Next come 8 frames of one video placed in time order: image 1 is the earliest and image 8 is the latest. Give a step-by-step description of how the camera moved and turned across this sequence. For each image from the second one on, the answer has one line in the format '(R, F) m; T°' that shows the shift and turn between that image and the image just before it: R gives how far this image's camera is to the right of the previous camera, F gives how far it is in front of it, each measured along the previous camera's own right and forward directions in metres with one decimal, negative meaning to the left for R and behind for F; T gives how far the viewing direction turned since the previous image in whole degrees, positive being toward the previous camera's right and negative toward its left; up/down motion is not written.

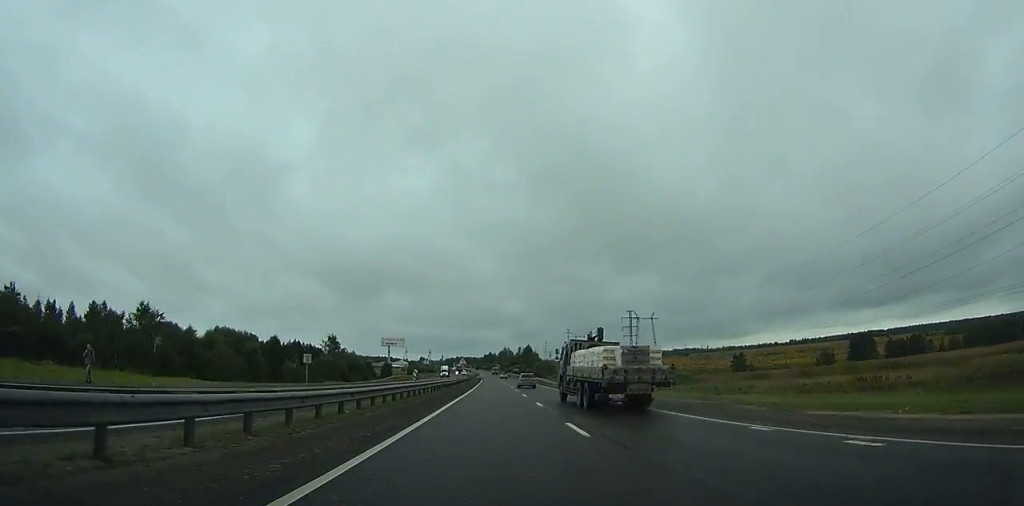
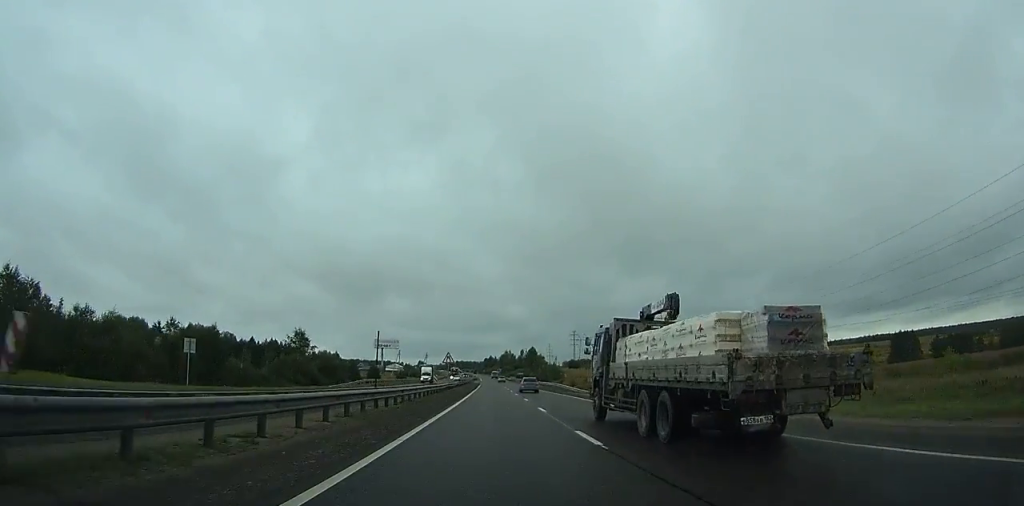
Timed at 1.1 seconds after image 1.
(0.0, +25.5) m; 0°
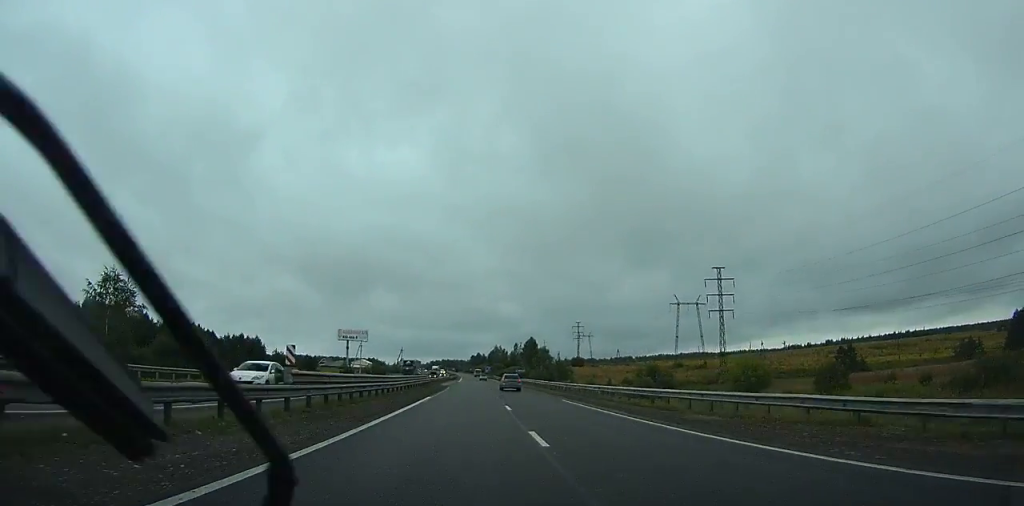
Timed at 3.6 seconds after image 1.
(+0.2, +60.6) m; +1°
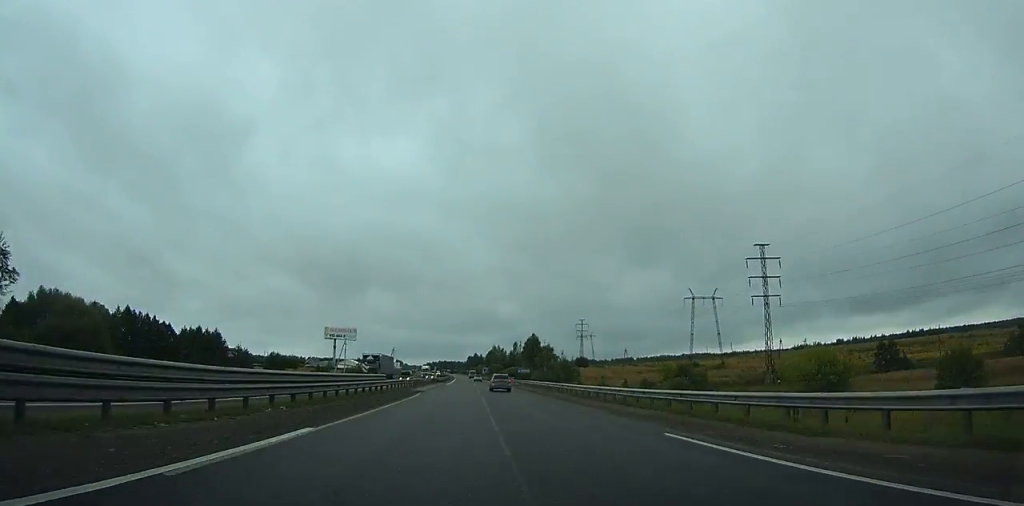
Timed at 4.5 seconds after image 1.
(0.0, +20.7) m; 0°
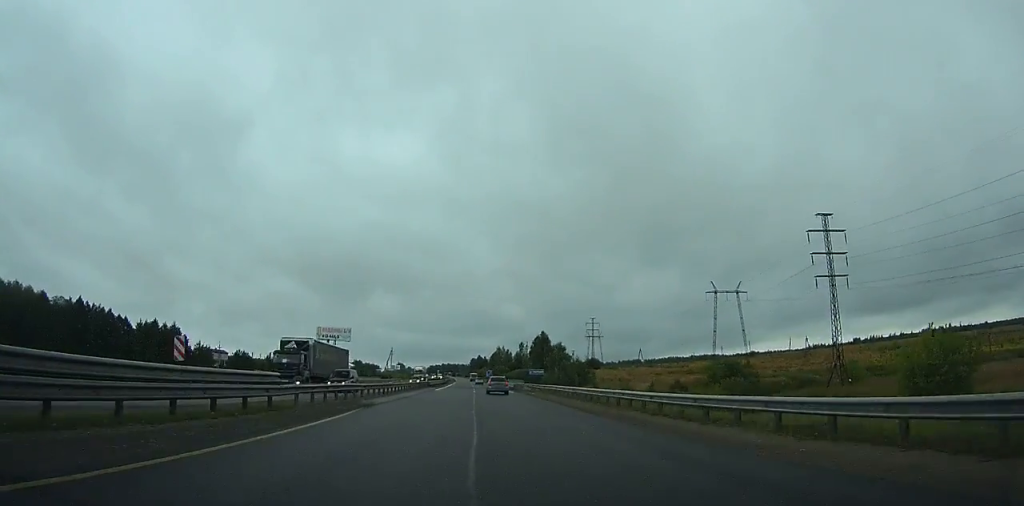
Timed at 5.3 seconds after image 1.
(+0.1, +18.9) m; 0°
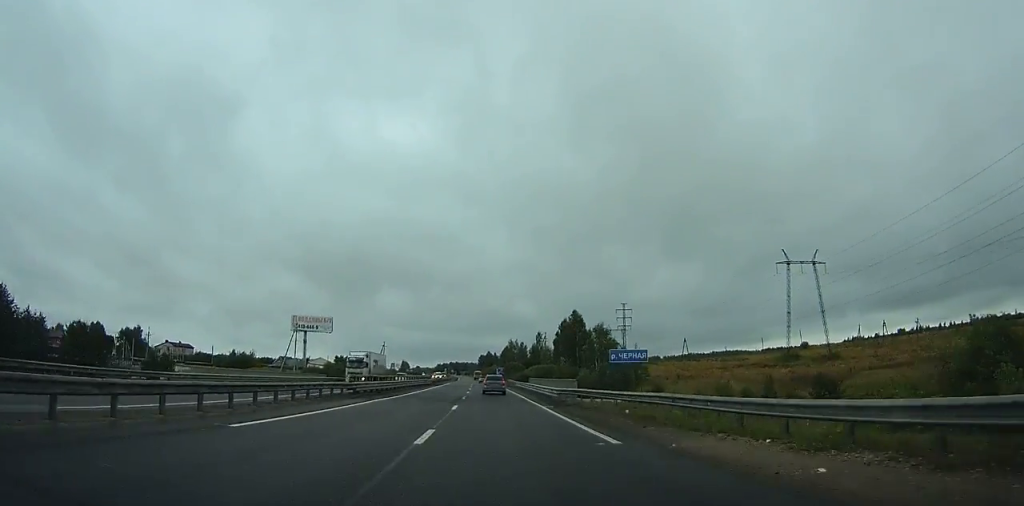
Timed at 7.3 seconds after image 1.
(+0.1, +46.7) m; 0°
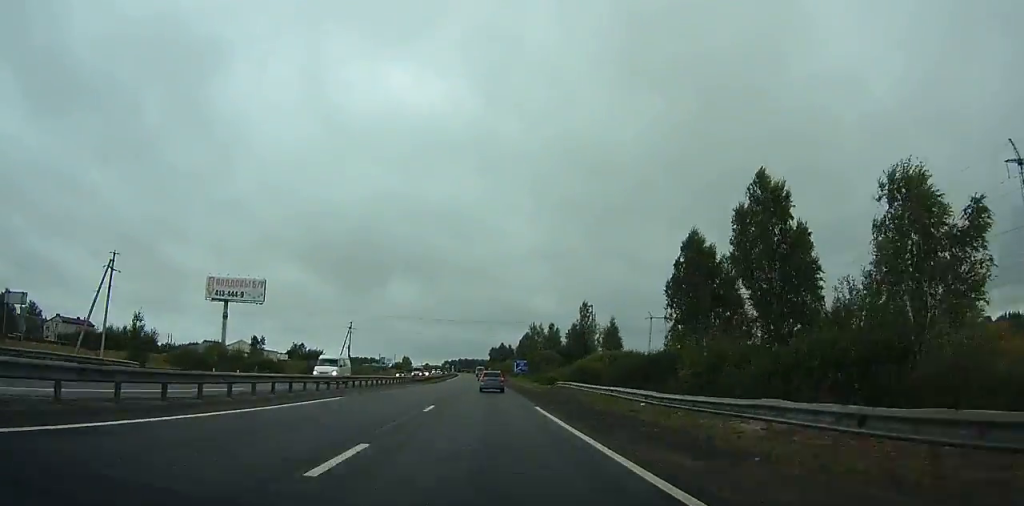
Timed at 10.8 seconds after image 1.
(-1.1, +79.4) m; -2°
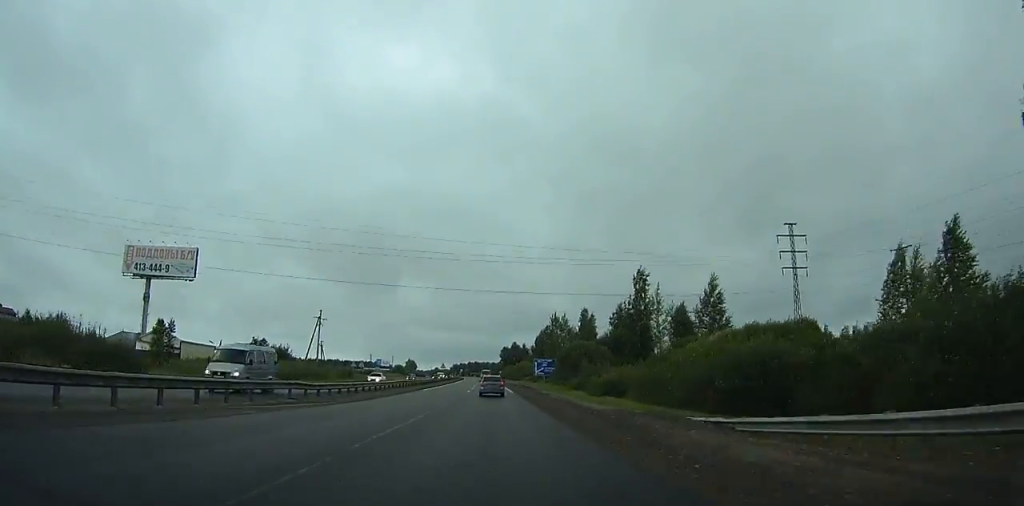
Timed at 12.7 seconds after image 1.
(-0.3, +41.3) m; -1°
